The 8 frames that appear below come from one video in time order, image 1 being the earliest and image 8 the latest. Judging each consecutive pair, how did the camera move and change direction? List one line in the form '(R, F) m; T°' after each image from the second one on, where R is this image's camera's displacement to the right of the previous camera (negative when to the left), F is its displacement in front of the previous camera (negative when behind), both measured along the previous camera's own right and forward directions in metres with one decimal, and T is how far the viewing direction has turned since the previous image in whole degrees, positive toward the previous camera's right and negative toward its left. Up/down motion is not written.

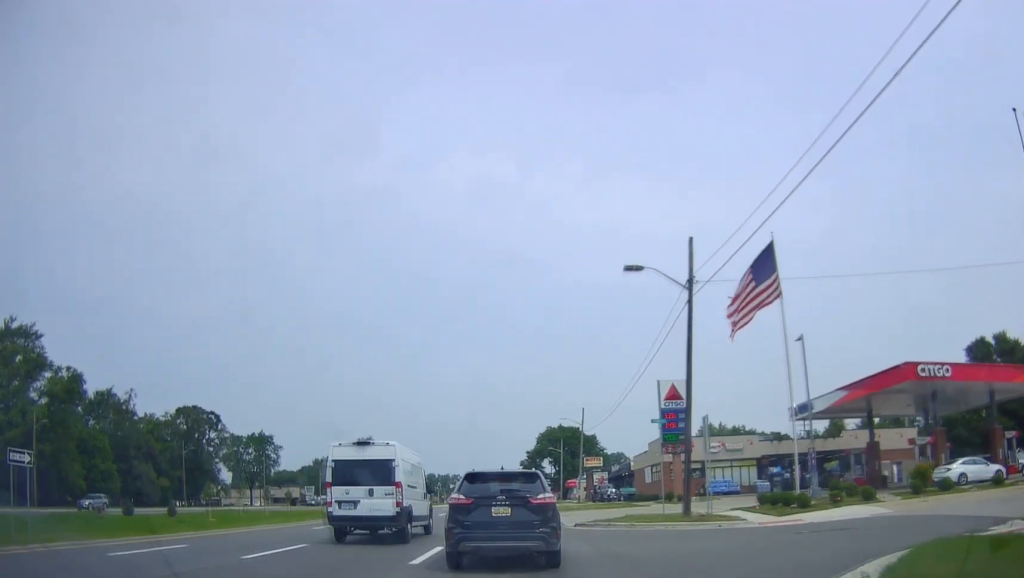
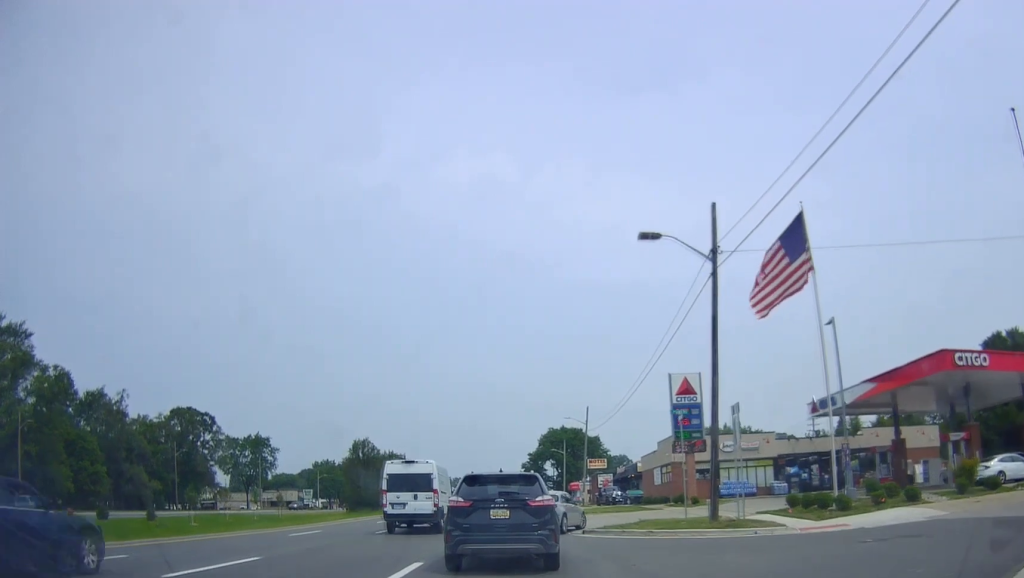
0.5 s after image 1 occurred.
(-0.3, +4.6) m; -1°
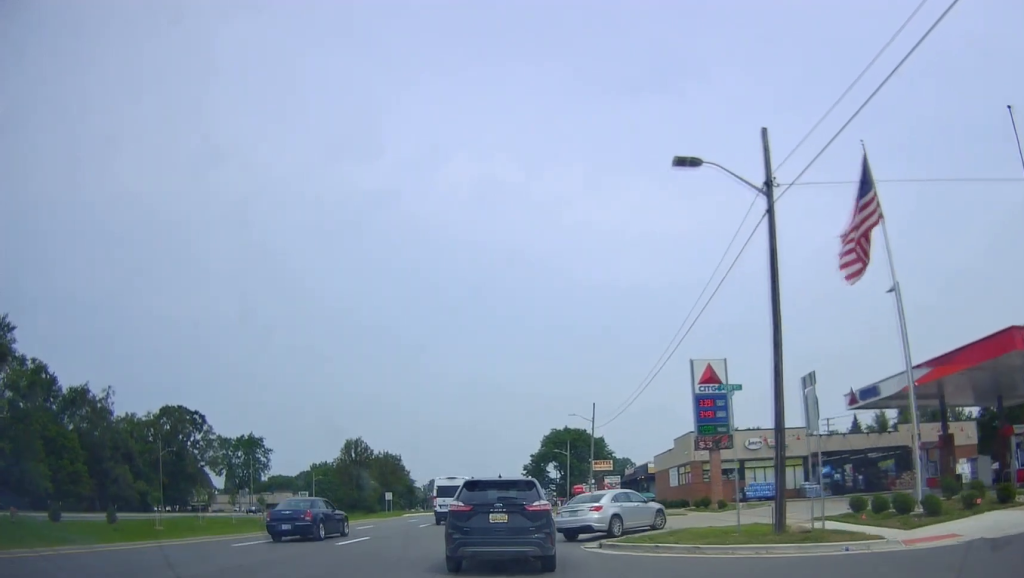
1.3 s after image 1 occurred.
(+0.5, +6.6) m; +4°
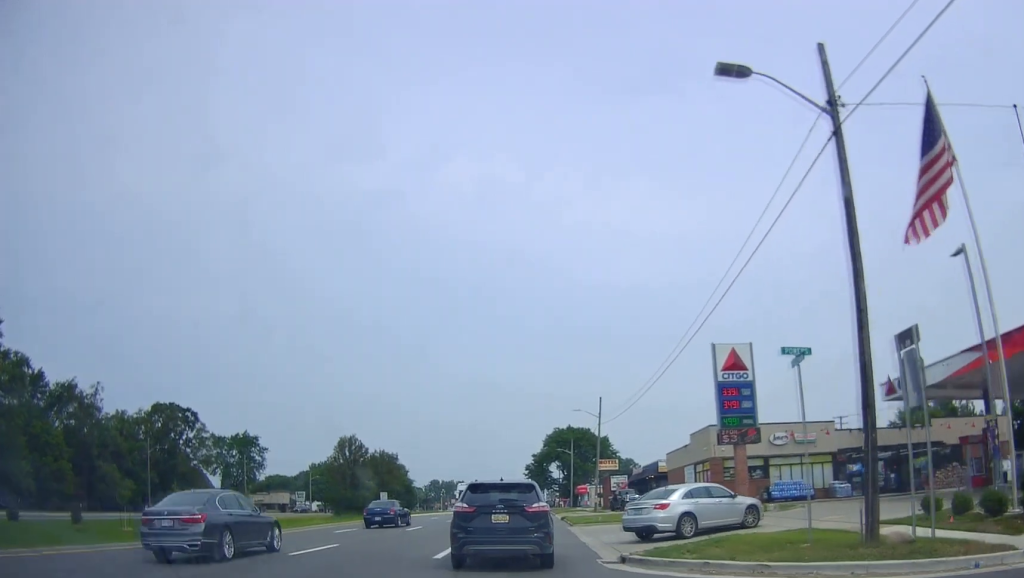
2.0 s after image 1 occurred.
(0.0, +4.7) m; 0°
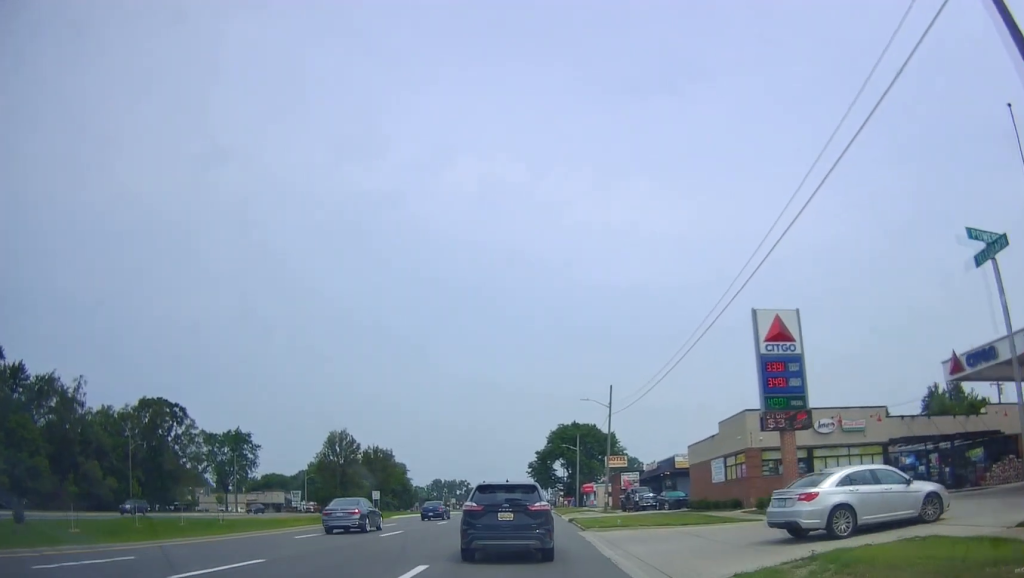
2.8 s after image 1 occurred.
(0.0, +5.7) m; 0°
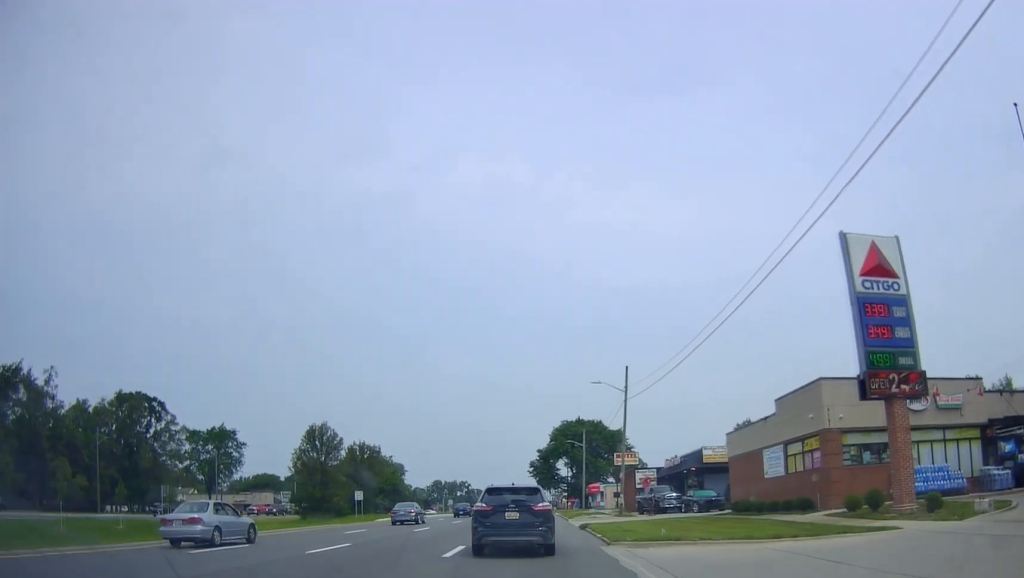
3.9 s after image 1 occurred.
(0.0, +6.9) m; -2°
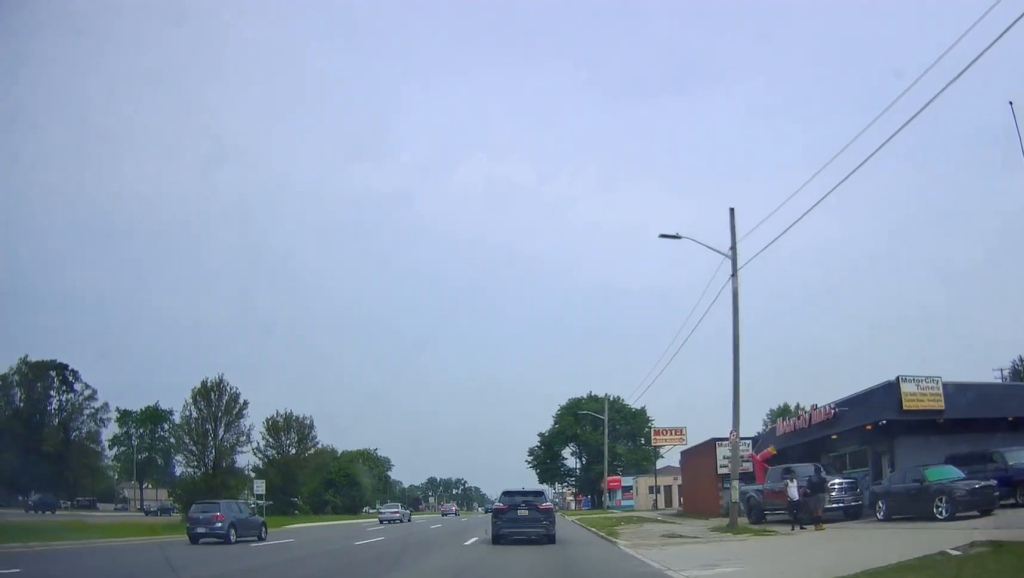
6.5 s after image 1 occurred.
(0.0, +21.2) m; +2°
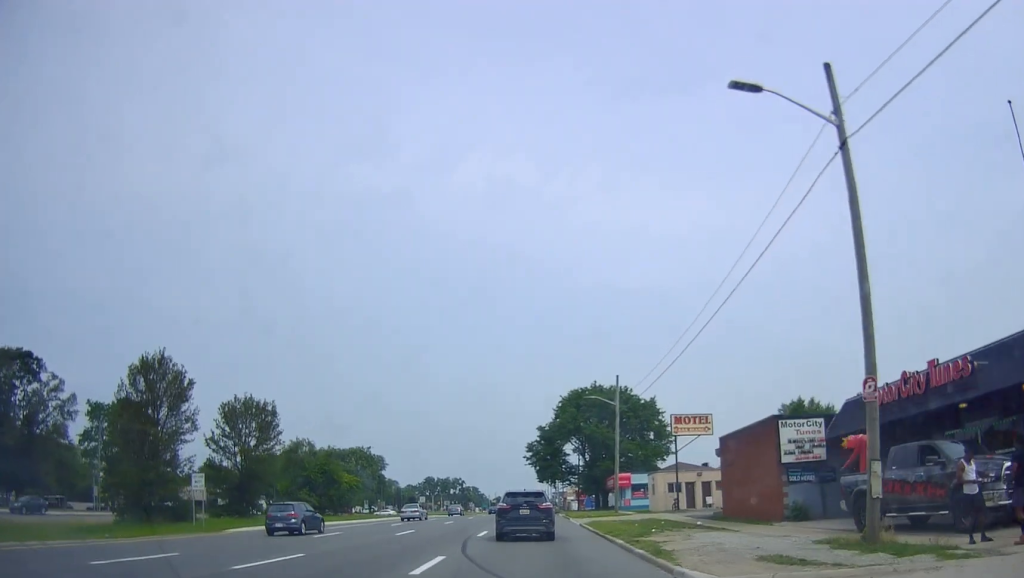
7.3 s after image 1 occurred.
(0.0, +7.8) m; 0°
